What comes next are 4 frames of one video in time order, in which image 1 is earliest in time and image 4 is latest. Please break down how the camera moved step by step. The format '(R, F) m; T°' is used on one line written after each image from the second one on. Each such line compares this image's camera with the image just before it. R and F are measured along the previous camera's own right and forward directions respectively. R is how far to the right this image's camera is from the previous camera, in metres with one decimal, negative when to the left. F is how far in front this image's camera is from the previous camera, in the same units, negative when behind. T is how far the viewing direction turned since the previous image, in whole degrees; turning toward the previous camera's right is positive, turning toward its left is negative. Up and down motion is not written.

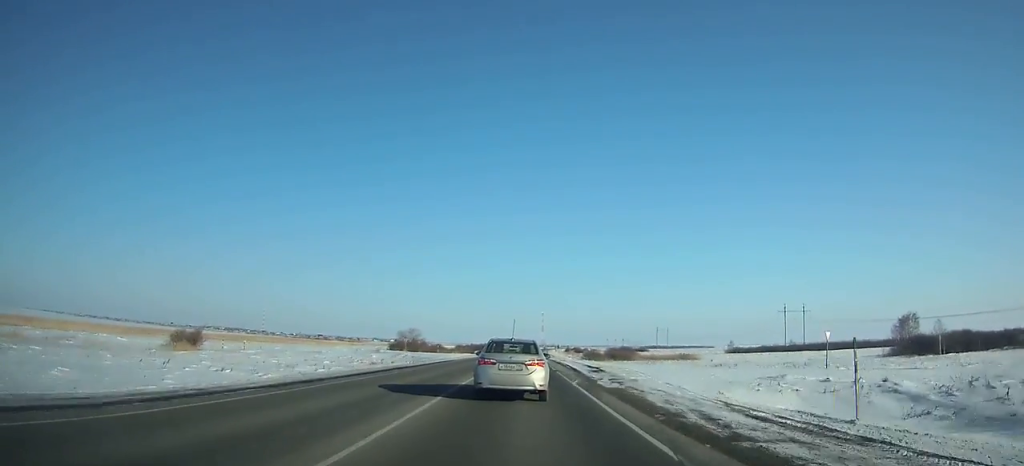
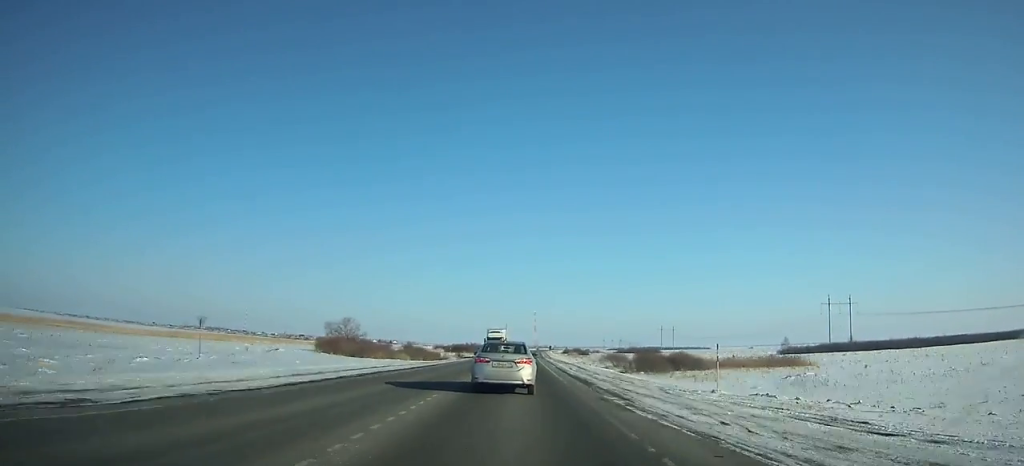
(0.0, +64.4) m; 0°
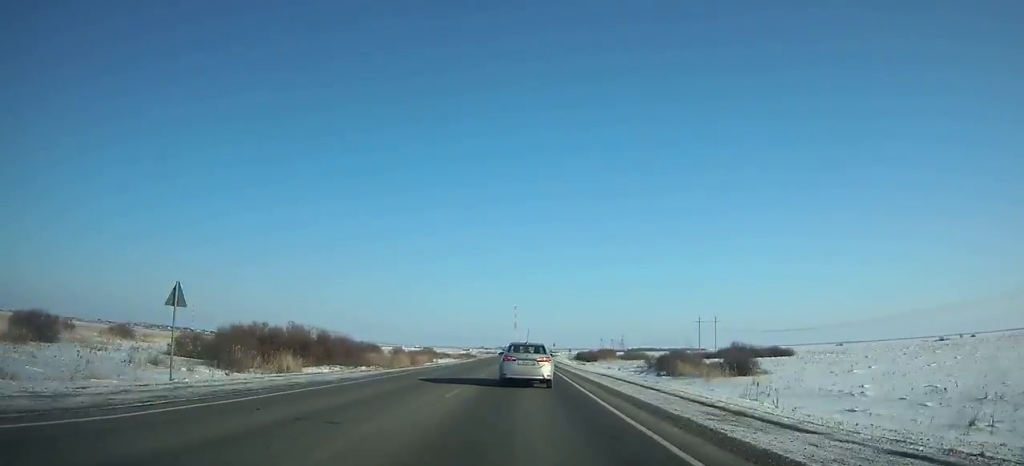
(+3.8, +198.1) m; +2°
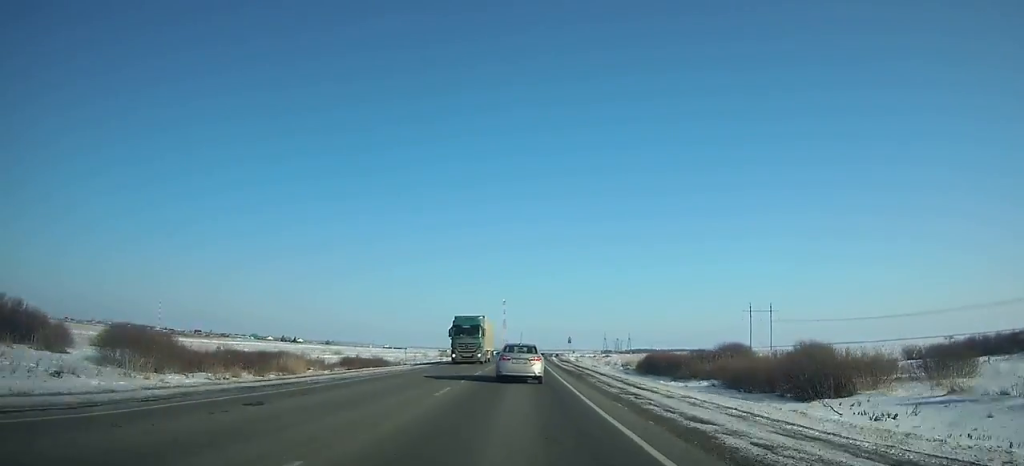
(+0.7, +119.2) m; +1°
